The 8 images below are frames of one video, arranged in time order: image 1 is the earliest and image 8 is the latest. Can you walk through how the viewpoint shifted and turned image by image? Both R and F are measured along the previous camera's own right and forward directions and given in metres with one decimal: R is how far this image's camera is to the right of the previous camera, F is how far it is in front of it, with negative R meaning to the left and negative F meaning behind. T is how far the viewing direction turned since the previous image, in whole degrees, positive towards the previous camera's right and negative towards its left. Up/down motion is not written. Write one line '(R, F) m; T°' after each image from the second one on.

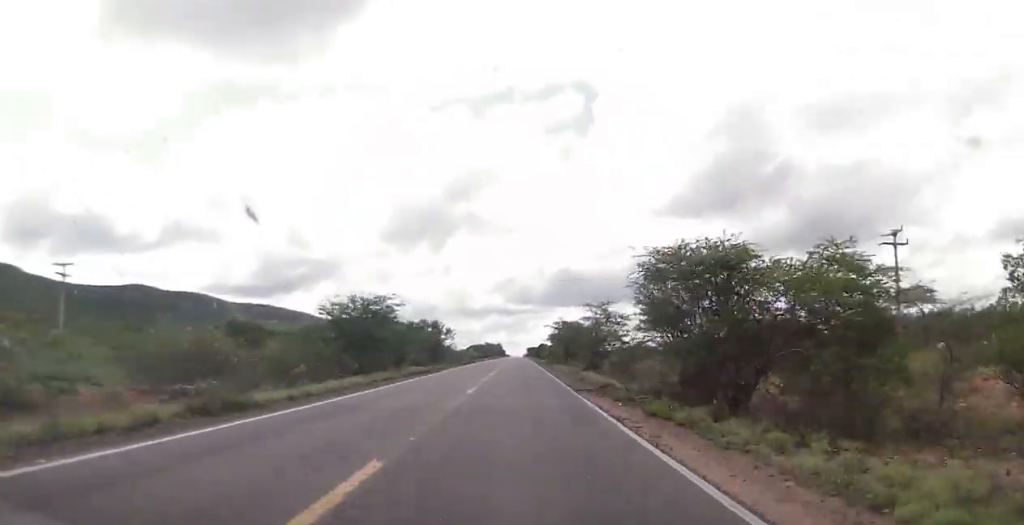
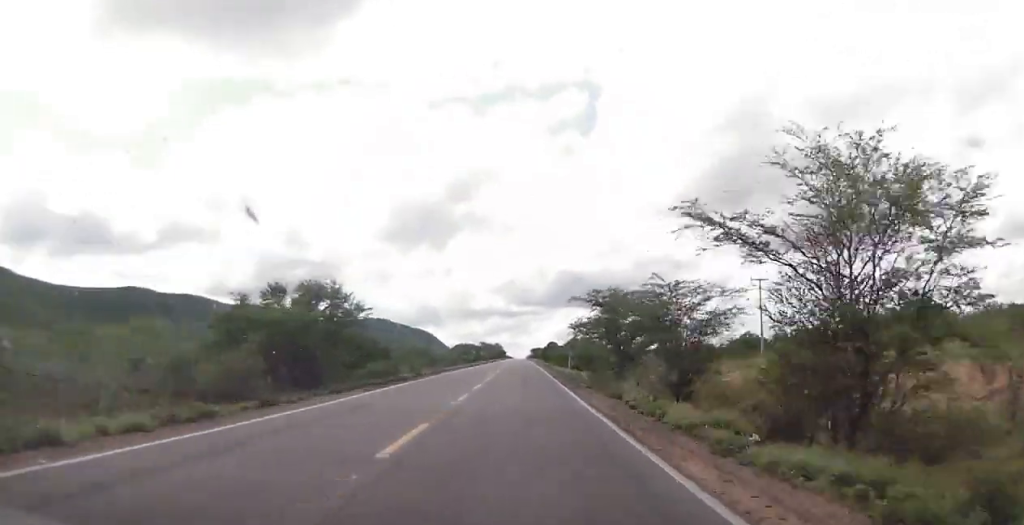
(+0.3, +44.8) m; 0°
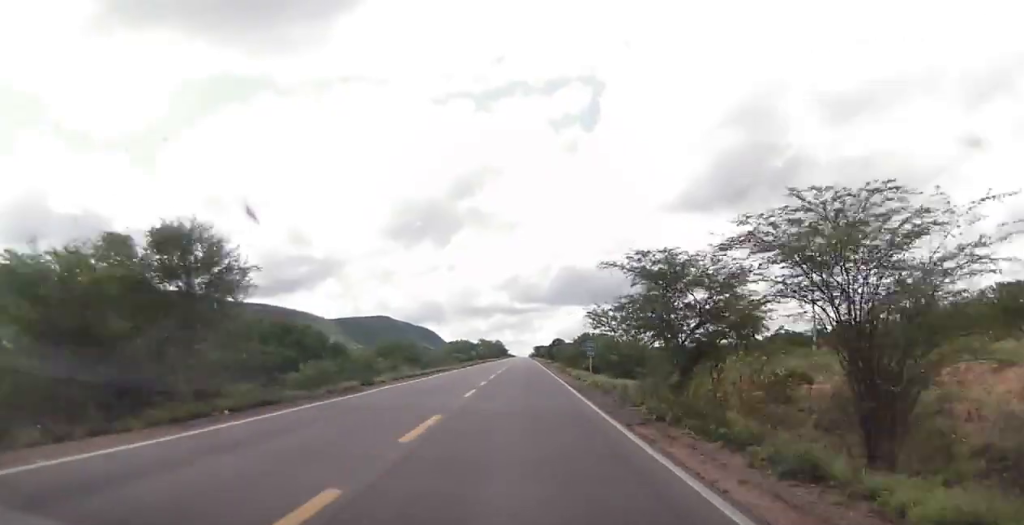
(0.0, +15.2) m; 0°
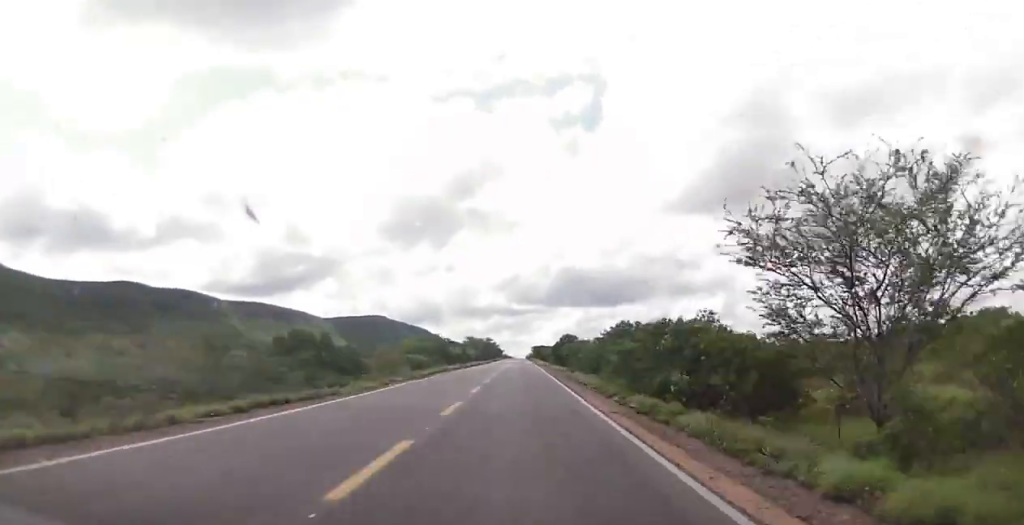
(-0.2, +37.0) m; 0°
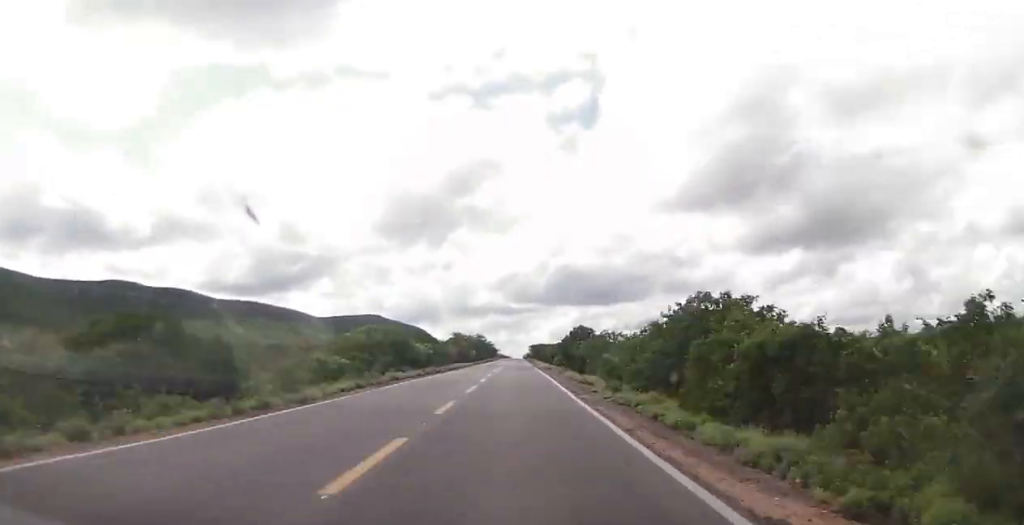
(+0.2, +25.1) m; 0°
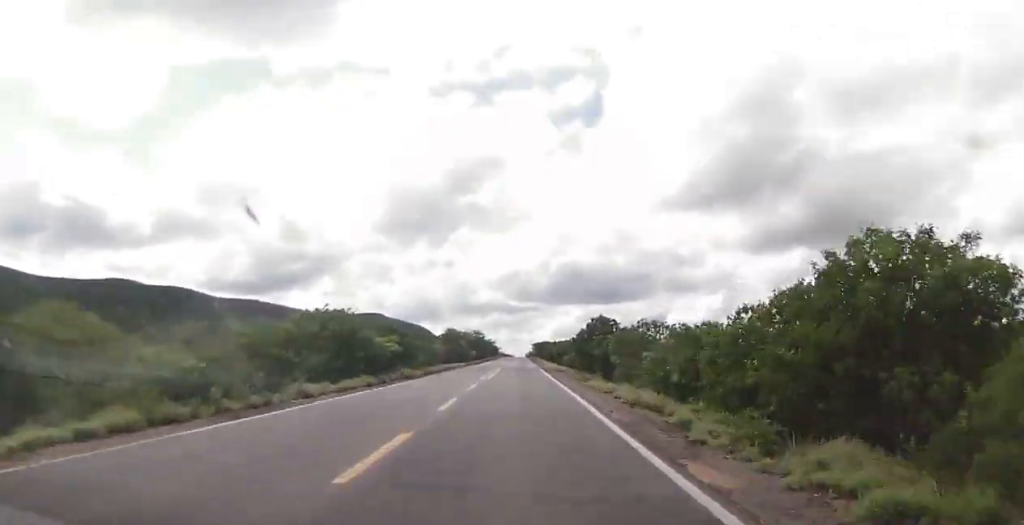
(-0.1, +16.5) m; 0°
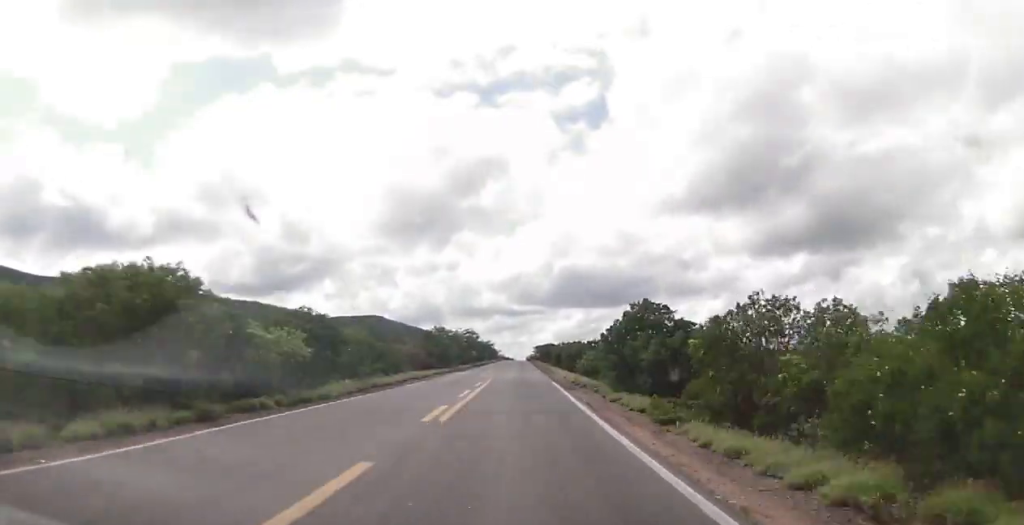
(0.0, +20.0) m; 0°
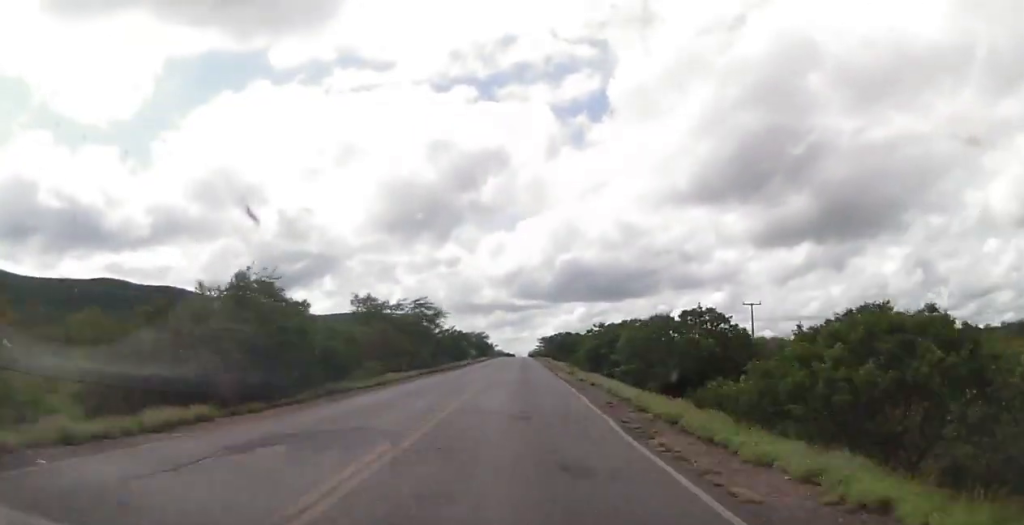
(-0.2, +54.3) m; -1°
